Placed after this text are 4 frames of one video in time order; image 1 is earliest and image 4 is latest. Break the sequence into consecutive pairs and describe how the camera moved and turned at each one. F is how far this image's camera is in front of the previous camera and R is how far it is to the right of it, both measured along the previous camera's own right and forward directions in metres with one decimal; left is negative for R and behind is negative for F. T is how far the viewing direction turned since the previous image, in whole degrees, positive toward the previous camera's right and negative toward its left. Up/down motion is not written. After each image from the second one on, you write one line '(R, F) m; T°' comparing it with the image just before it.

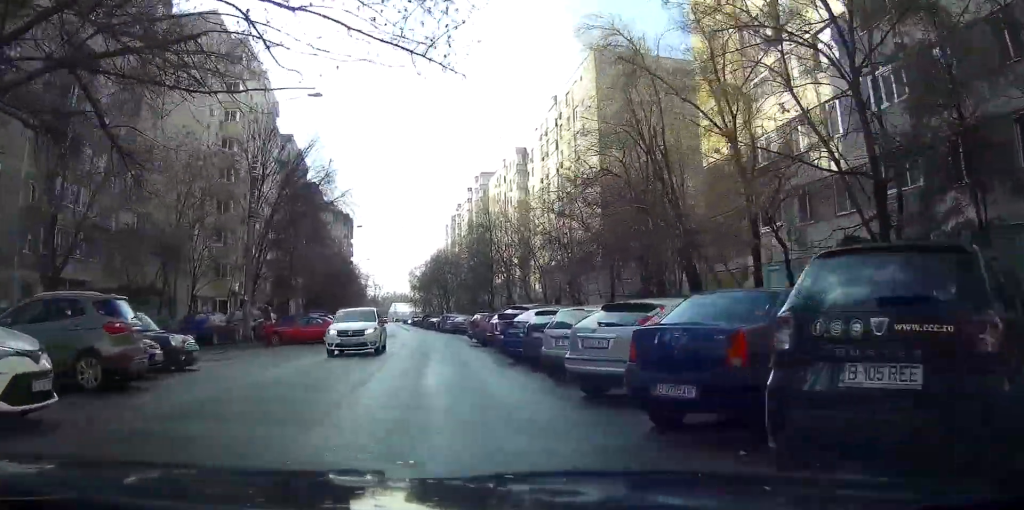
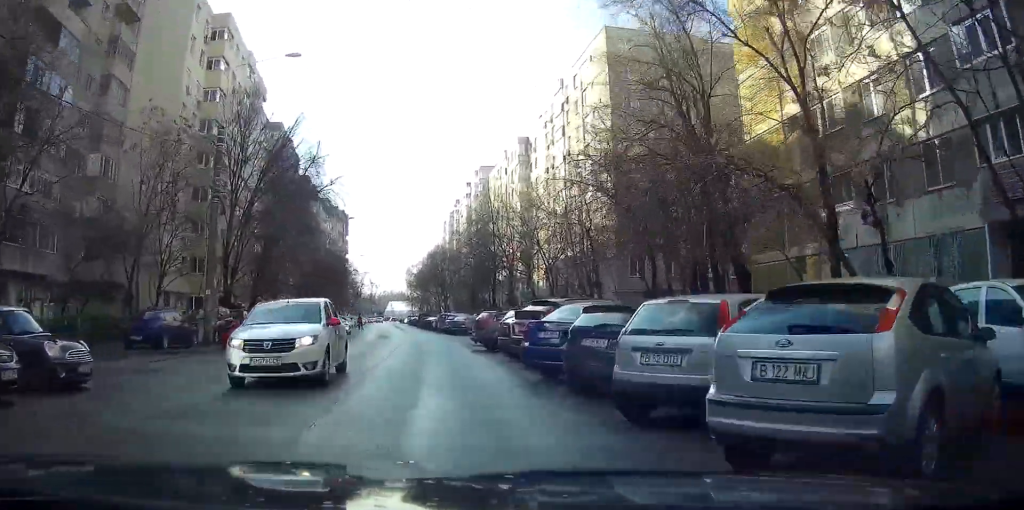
(-0.2, +12.9) m; -1°
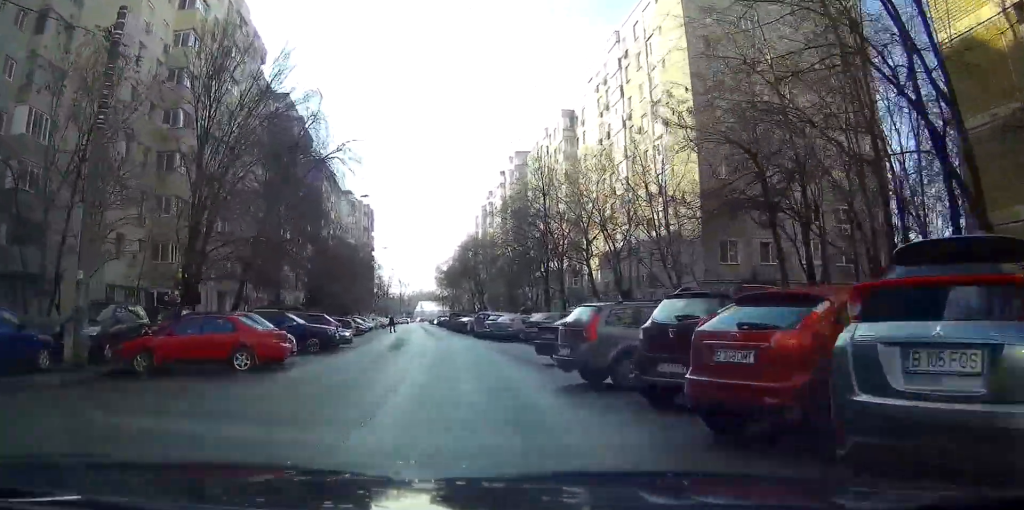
(+0.1, +10.2) m; +1°
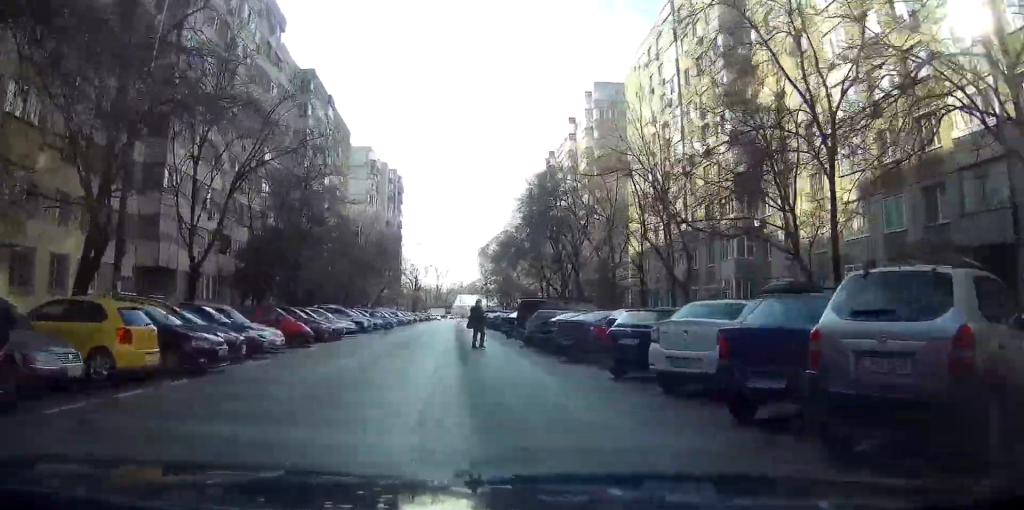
(-0.8, +39.2) m; -3°
